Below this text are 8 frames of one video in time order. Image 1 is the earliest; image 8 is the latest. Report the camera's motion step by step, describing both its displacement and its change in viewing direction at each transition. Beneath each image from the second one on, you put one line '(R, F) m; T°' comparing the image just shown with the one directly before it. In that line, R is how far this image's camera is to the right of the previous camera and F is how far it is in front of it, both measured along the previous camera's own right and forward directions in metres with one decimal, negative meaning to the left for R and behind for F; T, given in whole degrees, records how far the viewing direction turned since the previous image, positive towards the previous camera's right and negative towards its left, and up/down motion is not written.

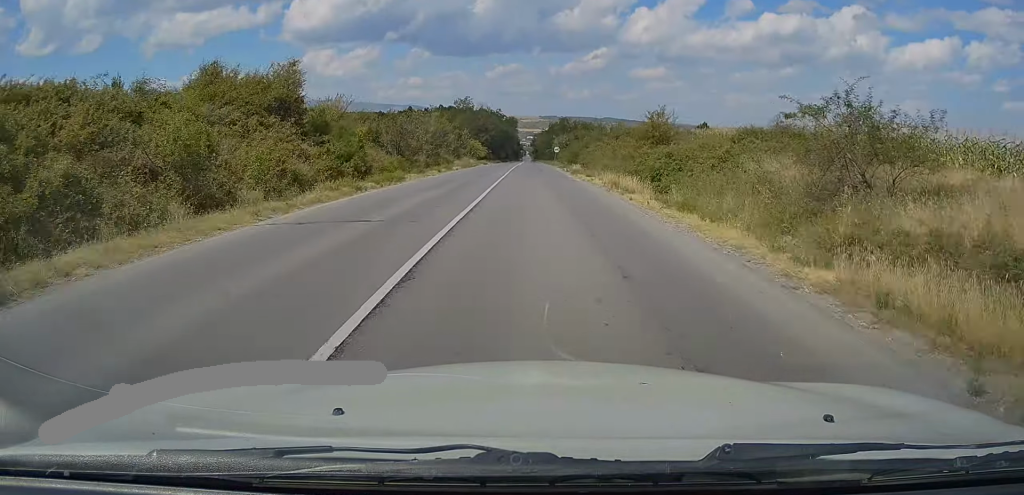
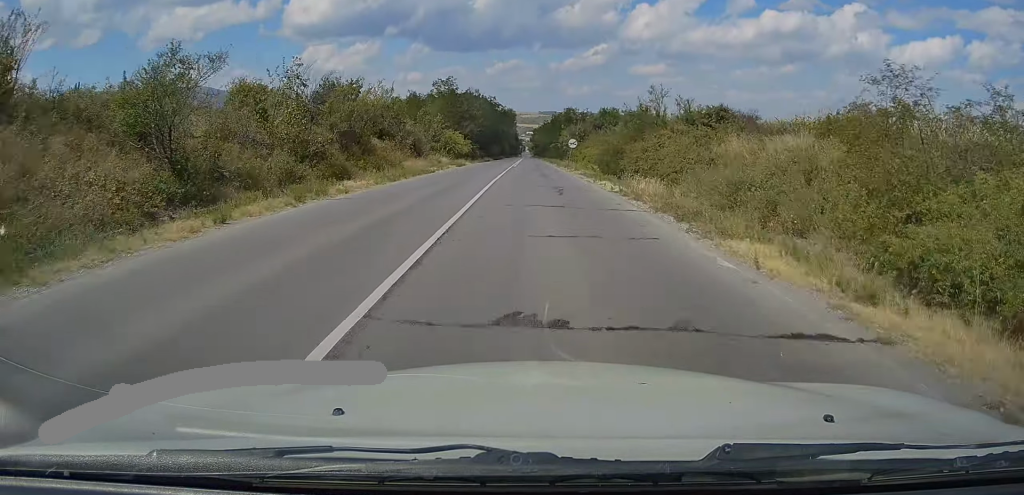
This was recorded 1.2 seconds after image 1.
(+0.4, +29.2) m; 0°
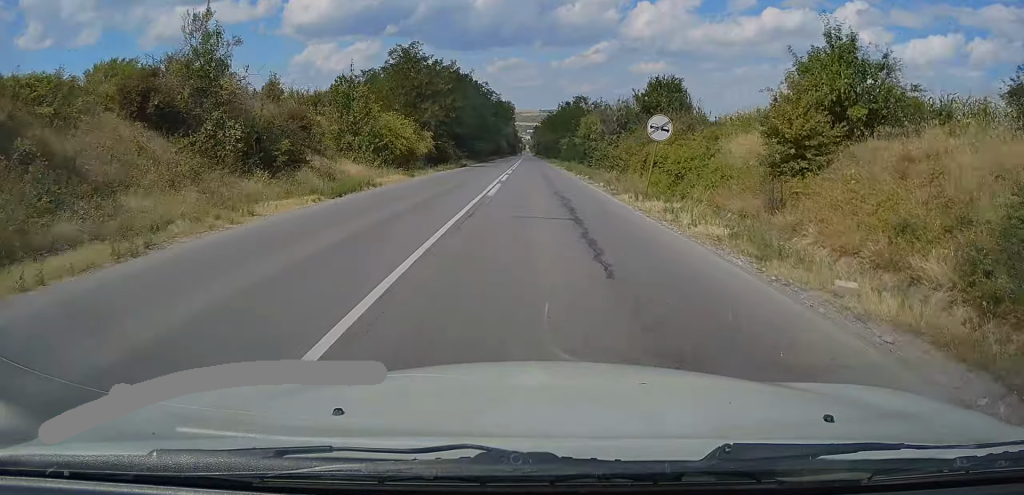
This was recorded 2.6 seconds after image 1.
(-0.5, +33.2) m; -1°
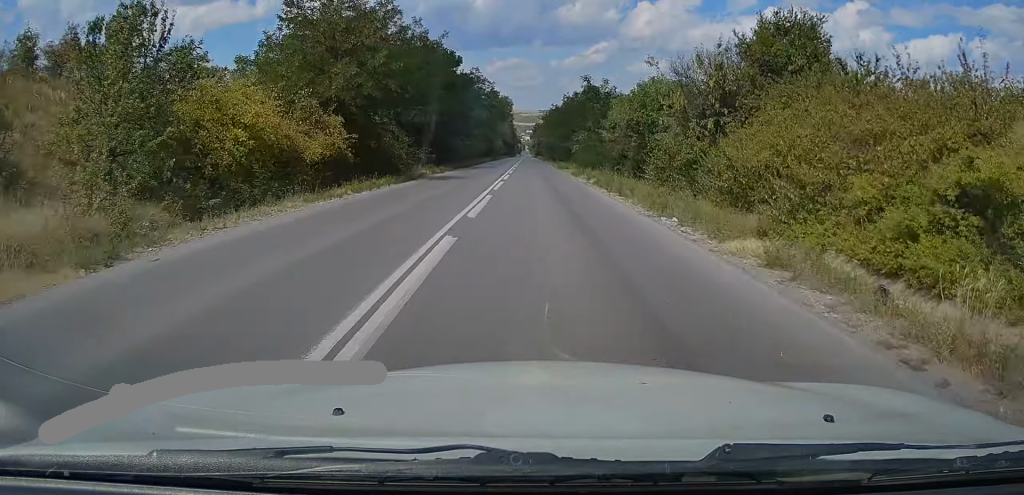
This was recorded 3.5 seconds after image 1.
(+0.3, +23.5) m; 0°
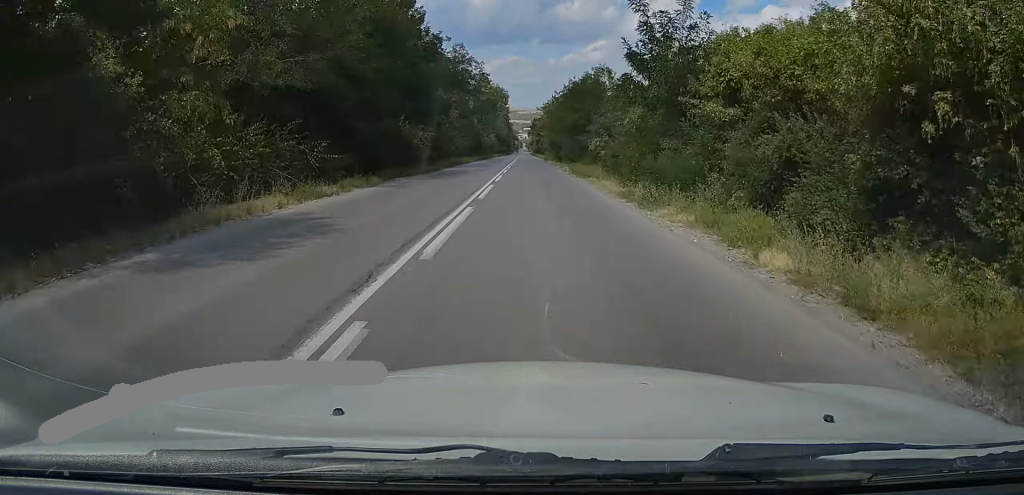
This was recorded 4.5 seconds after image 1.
(-0.2, +22.6) m; 0°
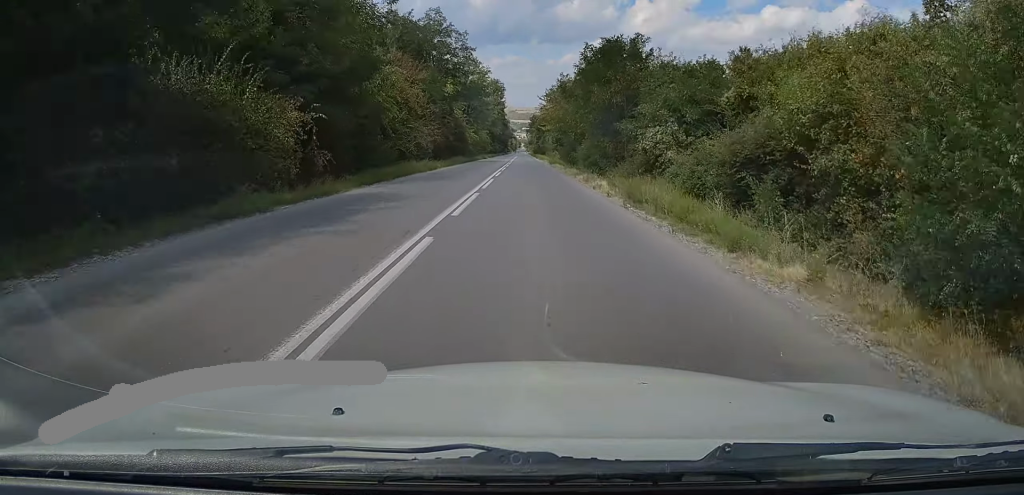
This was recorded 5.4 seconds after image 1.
(+0.2, +22.7) m; +1°
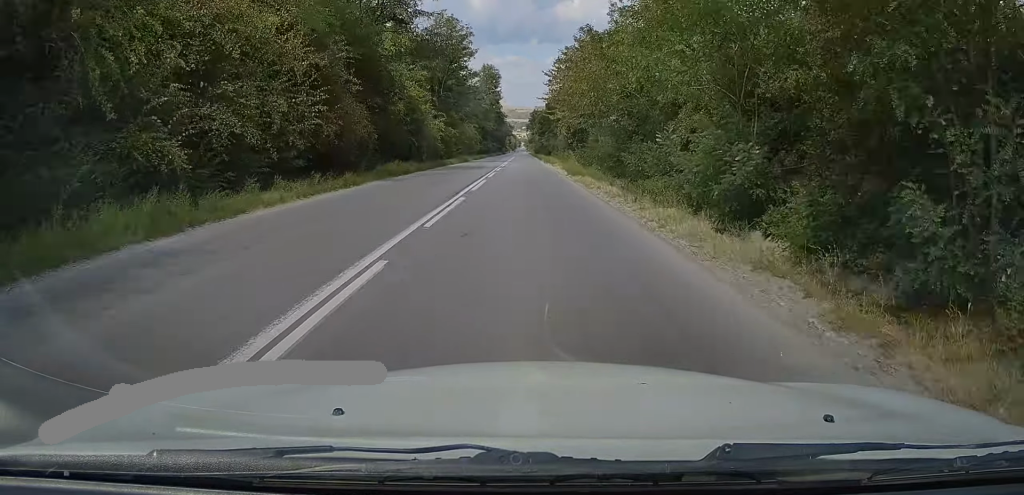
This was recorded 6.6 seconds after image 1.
(+0.1, +29.1) m; -1°
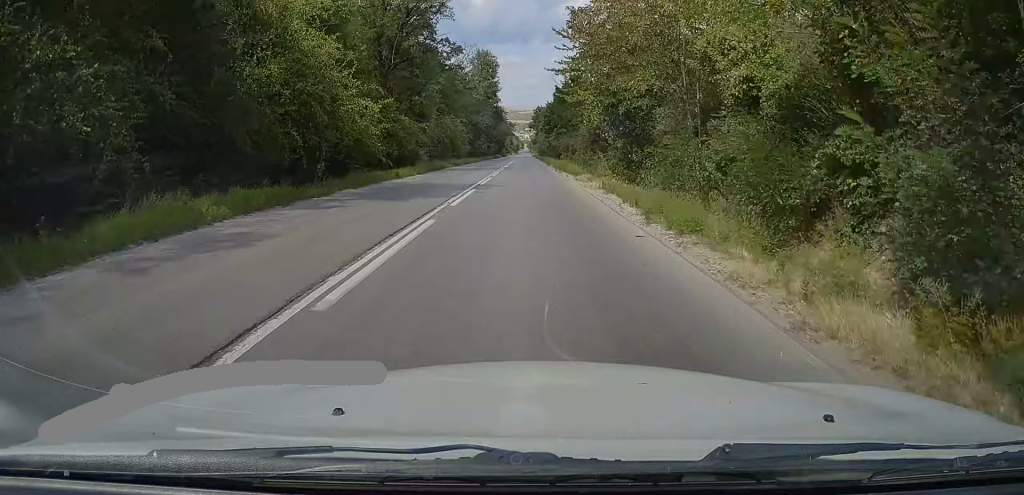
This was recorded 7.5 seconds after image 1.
(-0.4, +22.7) m; 0°
